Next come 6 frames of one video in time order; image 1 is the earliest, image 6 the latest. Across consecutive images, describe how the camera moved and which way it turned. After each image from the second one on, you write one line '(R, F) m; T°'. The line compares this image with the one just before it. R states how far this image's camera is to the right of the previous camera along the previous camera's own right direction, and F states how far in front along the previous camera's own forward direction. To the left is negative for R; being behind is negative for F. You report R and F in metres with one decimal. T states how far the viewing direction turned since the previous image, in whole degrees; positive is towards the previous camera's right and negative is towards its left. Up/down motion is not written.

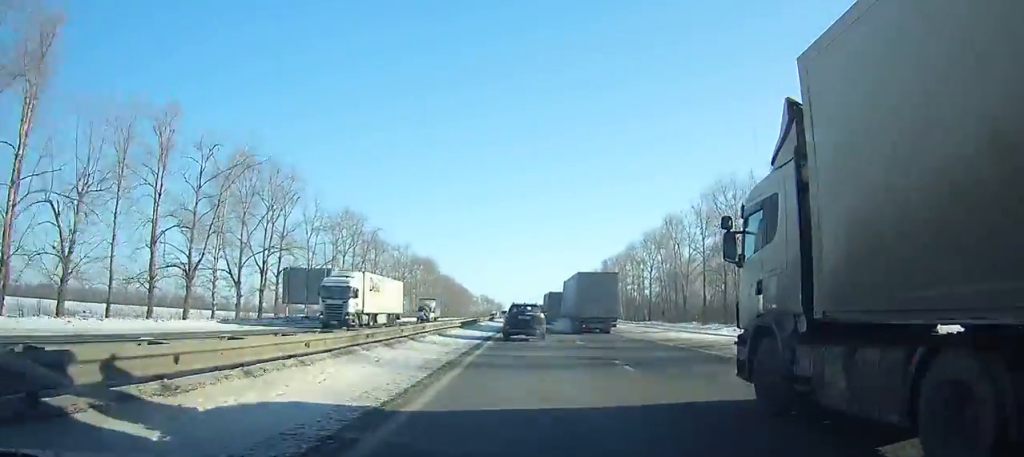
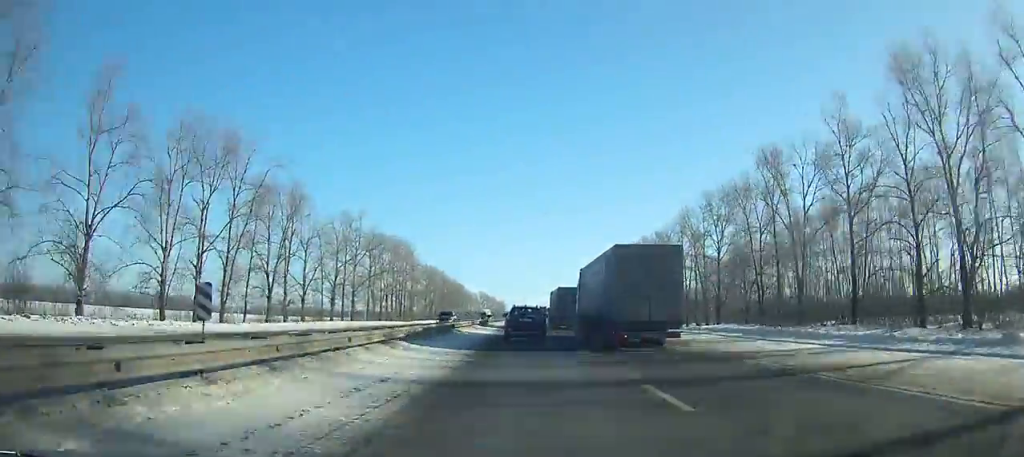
(-0.2, +53.2) m; 0°
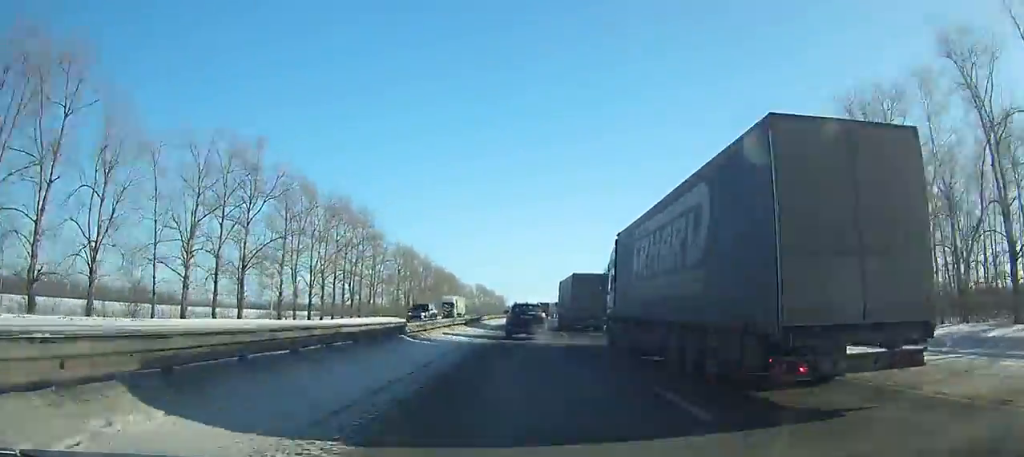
(0.0, +50.6) m; 0°
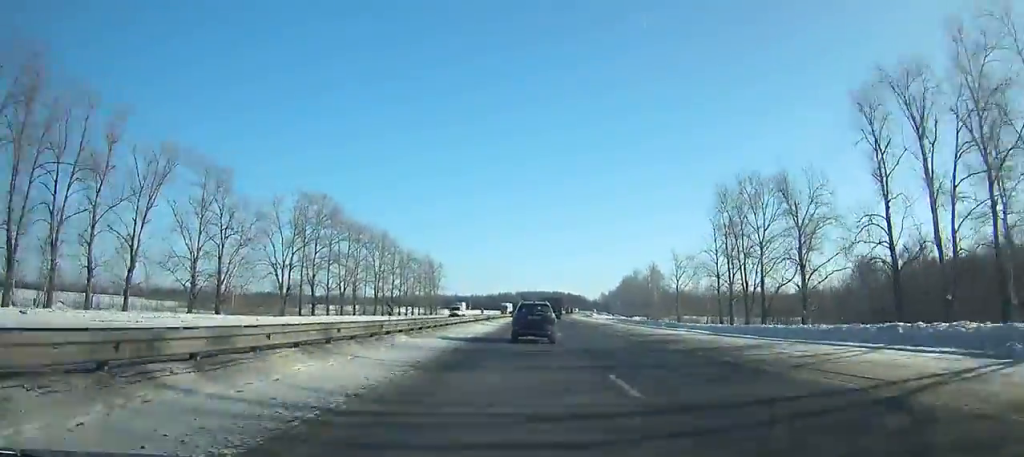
(+3.1, +259.8) m; +2°
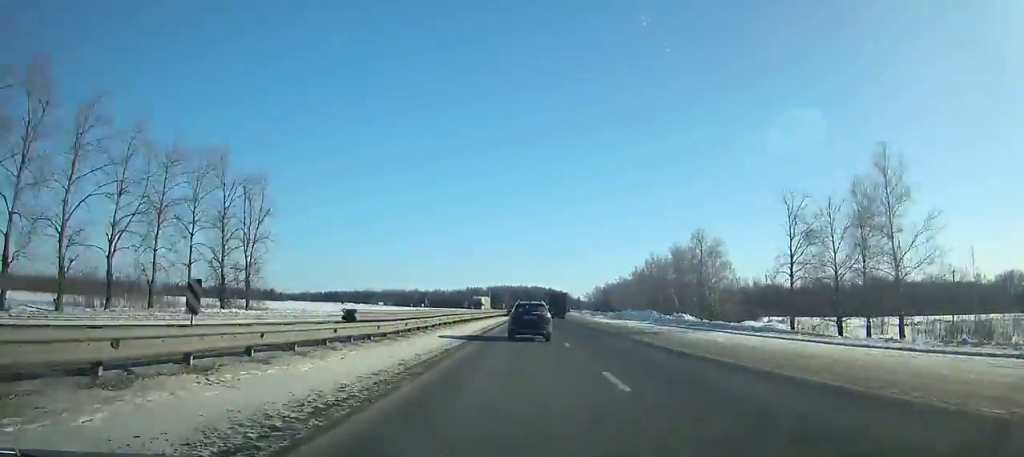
(+2.0, +119.7) m; +2°
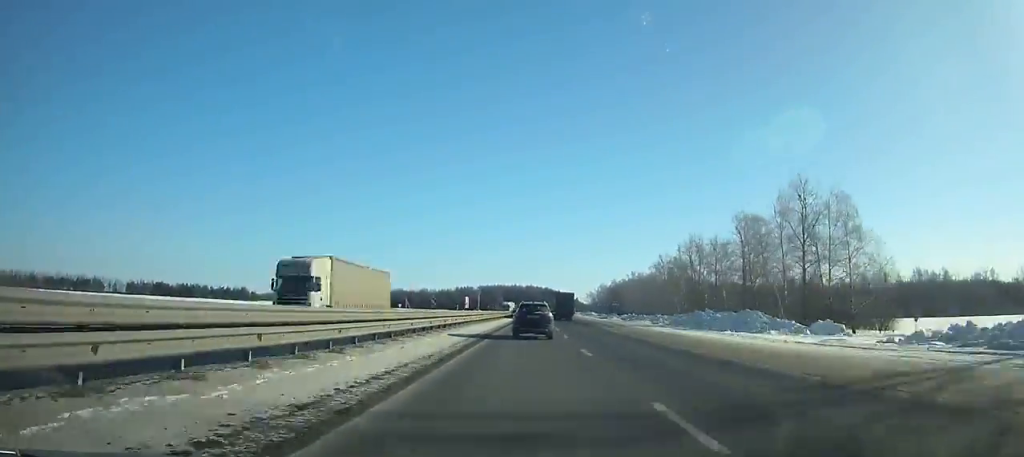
(+0.4, +52.7) m; +1°
